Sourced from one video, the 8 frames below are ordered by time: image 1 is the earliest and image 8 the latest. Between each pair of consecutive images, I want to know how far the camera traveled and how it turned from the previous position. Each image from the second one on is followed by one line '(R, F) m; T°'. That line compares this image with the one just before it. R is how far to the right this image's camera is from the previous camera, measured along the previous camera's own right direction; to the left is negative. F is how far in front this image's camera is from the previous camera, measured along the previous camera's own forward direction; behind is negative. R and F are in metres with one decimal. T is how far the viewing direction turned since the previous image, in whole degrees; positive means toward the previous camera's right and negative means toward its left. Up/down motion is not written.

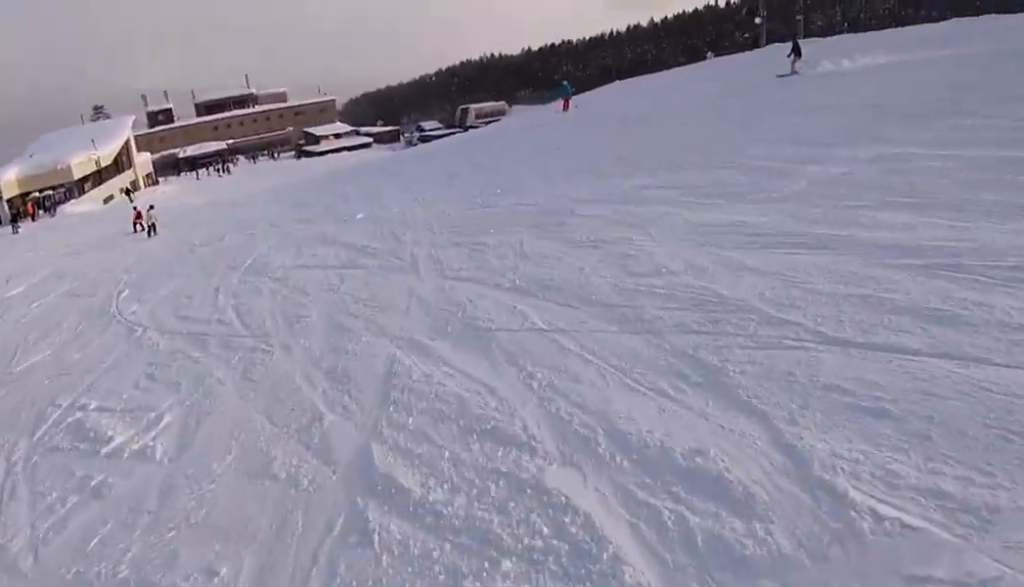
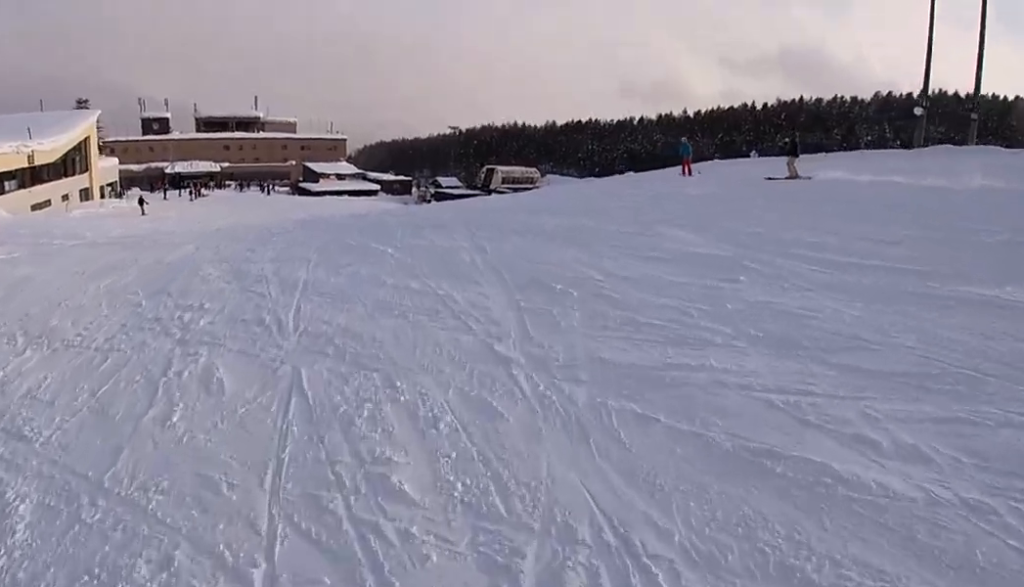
(+0.3, +15.5) m; -4°
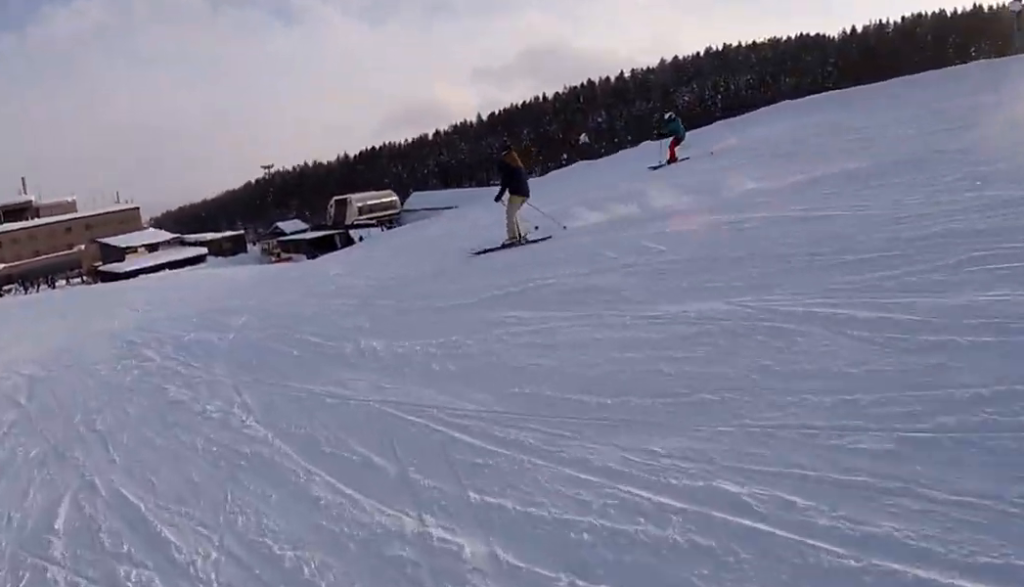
(-1.0, +21.8) m; +3°
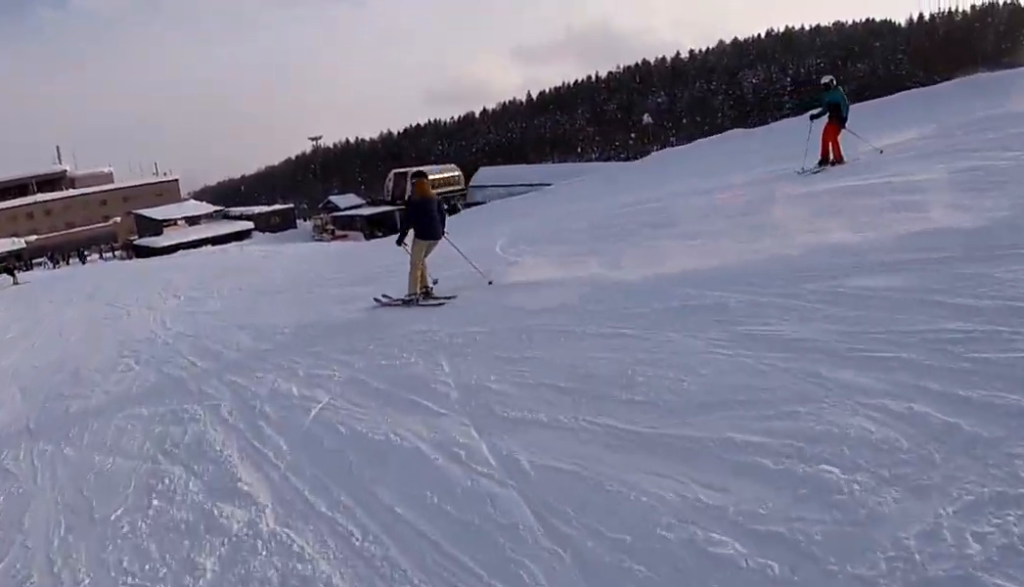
(+0.3, +7.3) m; +4°
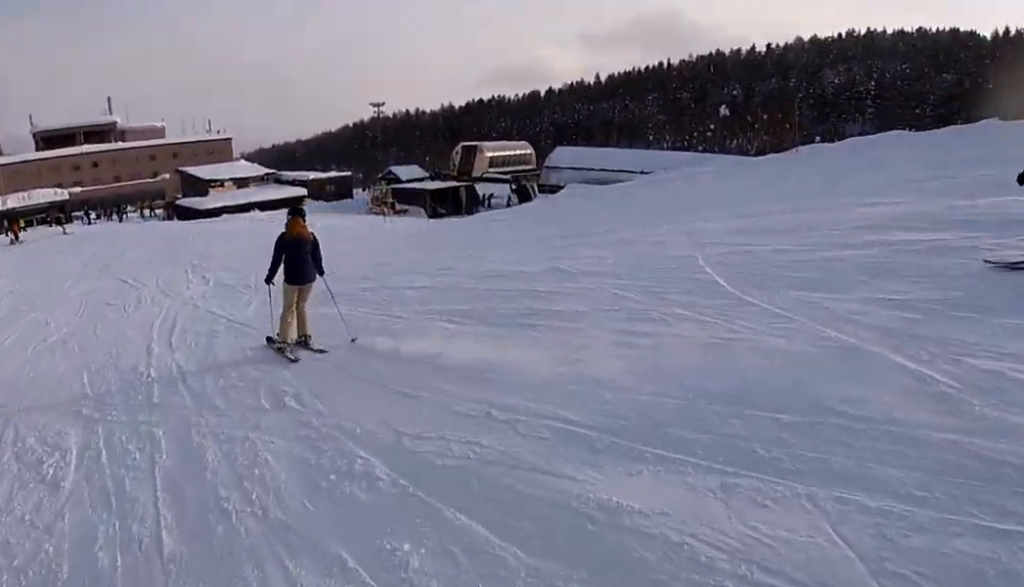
(+0.5, +5.4) m; 0°
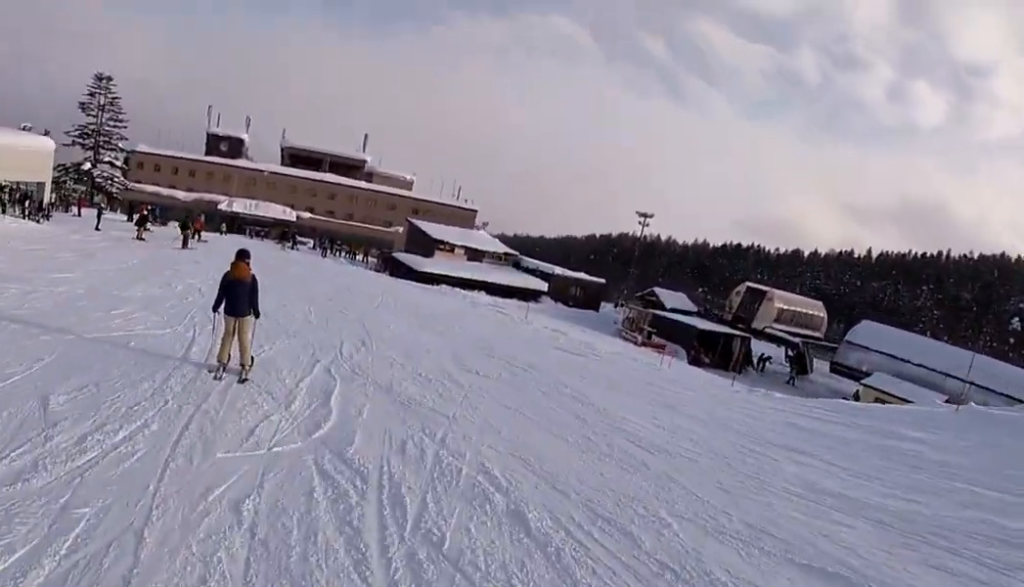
(-0.8, +11.6) m; -14°
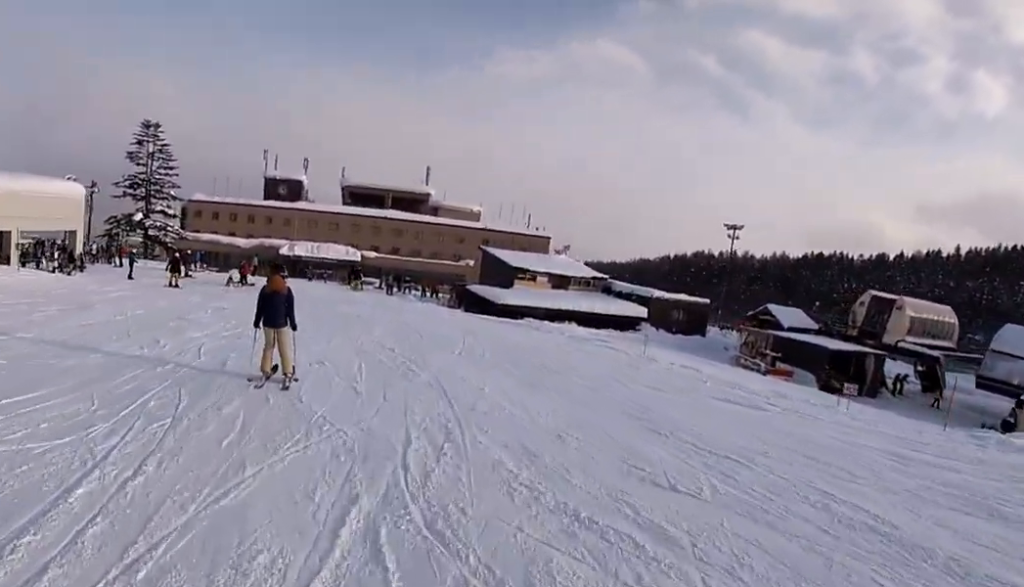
(-0.8, +5.4) m; -3°
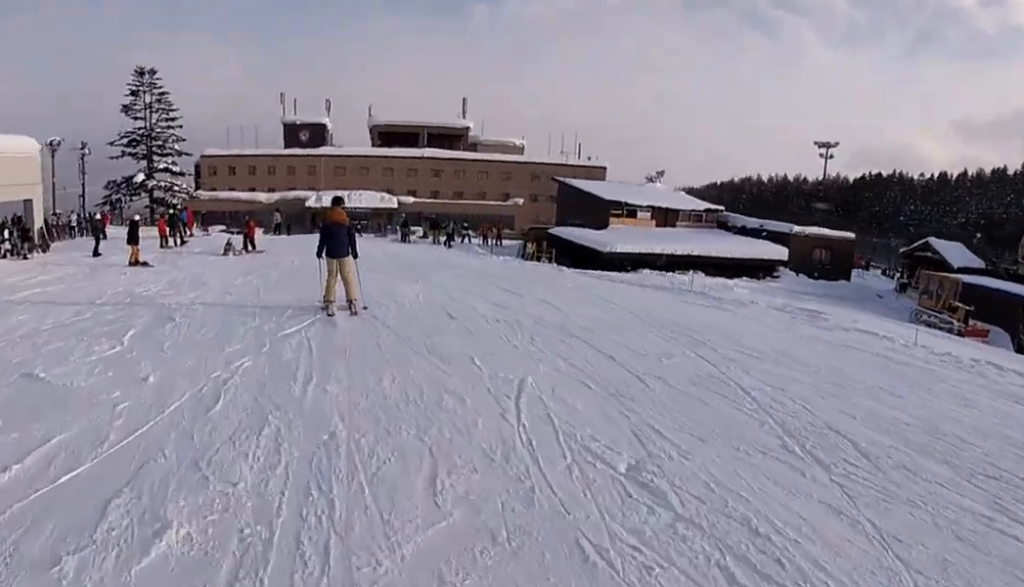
(-0.2, +9.6) m; -4°
